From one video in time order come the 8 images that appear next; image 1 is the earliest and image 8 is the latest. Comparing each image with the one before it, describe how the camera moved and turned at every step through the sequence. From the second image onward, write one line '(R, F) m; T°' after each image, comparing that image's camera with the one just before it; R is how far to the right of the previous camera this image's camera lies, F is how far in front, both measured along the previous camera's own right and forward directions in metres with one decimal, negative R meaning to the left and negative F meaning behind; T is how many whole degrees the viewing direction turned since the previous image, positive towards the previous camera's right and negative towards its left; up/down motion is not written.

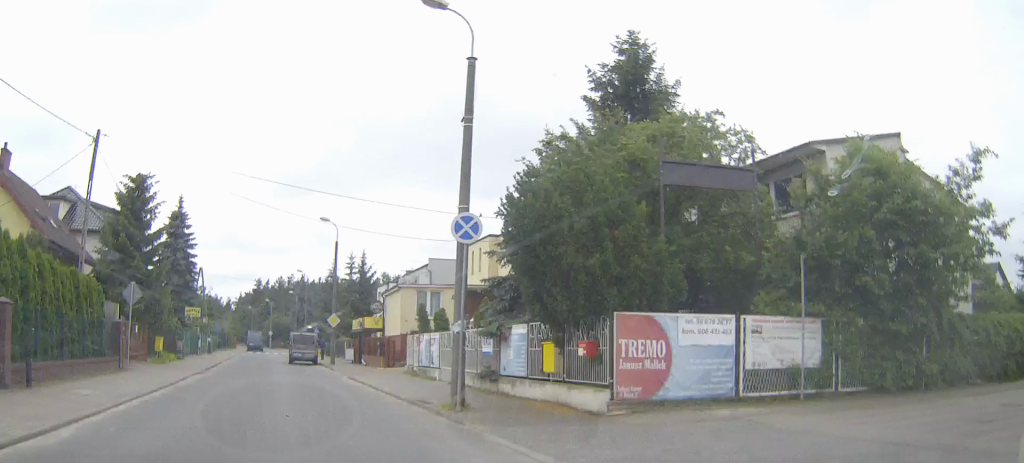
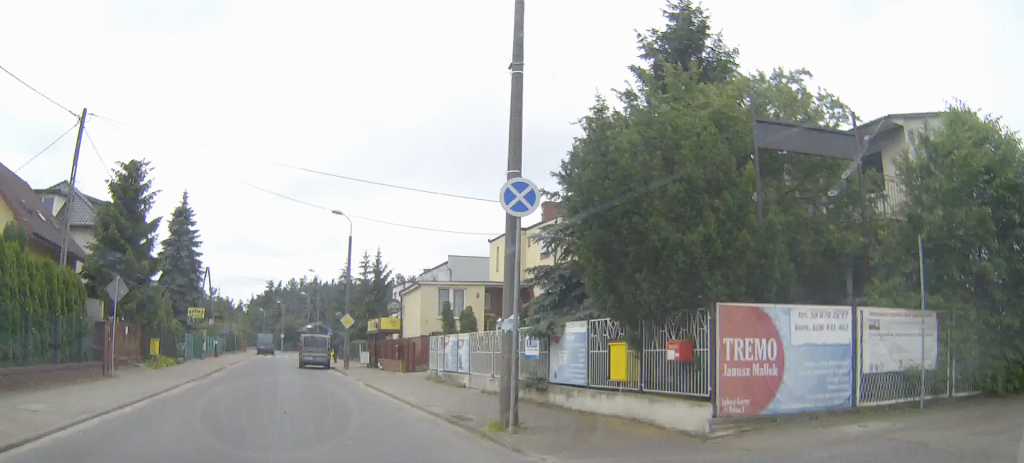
(0.0, +3.2) m; 0°
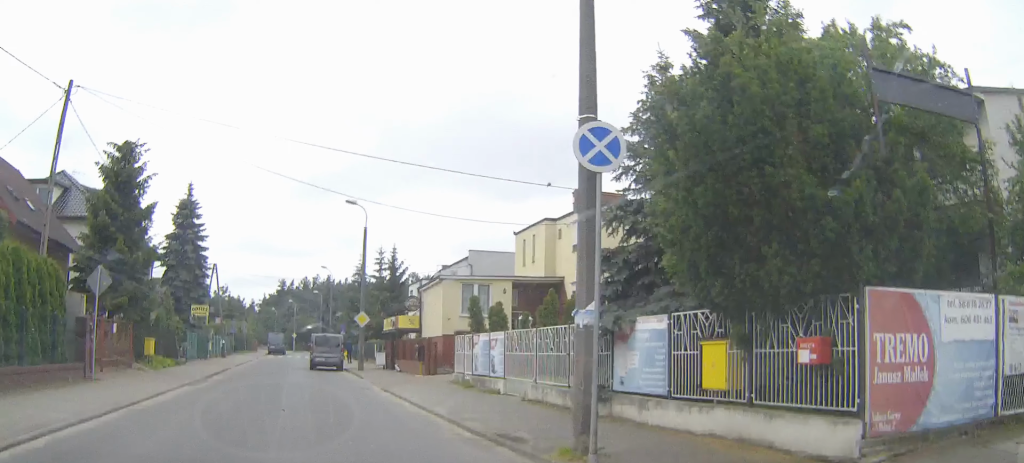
(0.0, +2.8) m; -1°
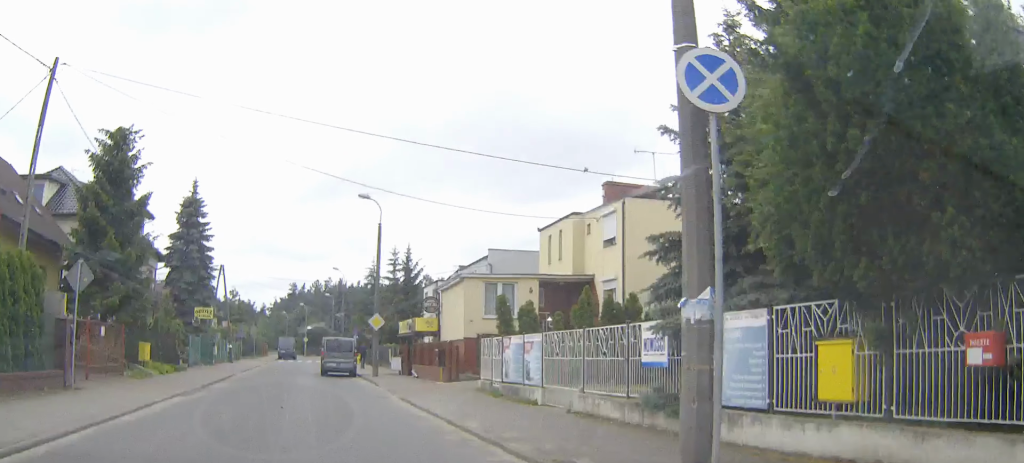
(0.0, +2.4) m; -1°
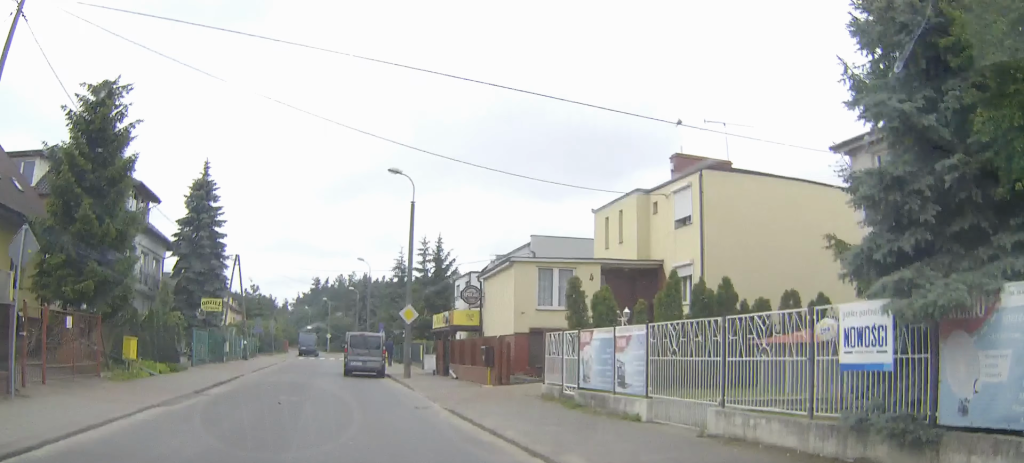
(-0.1, +4.3) m; -1°
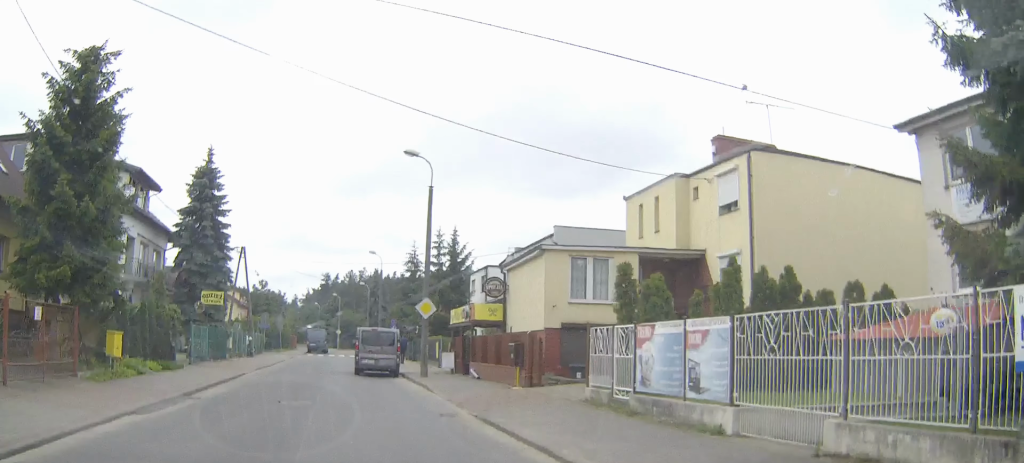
(0.0, +2.5) m; -1°
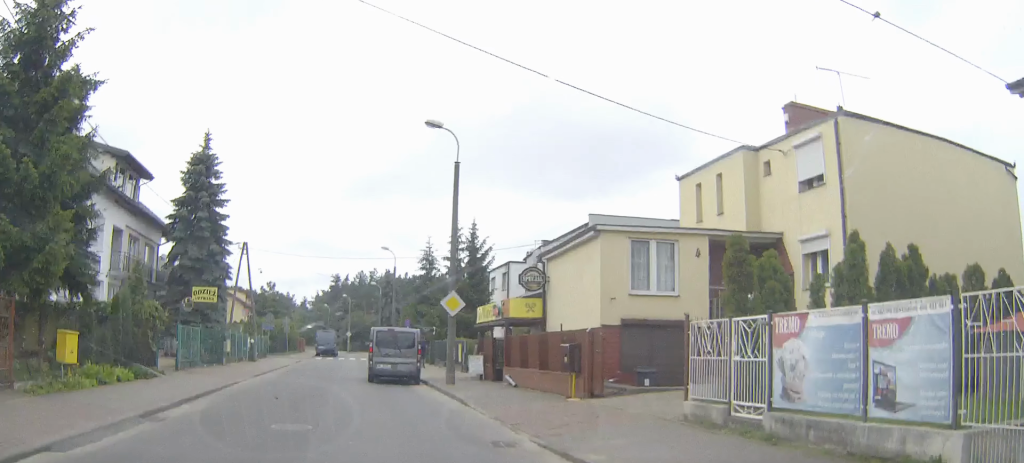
(0.0, +4.1) m; -1°
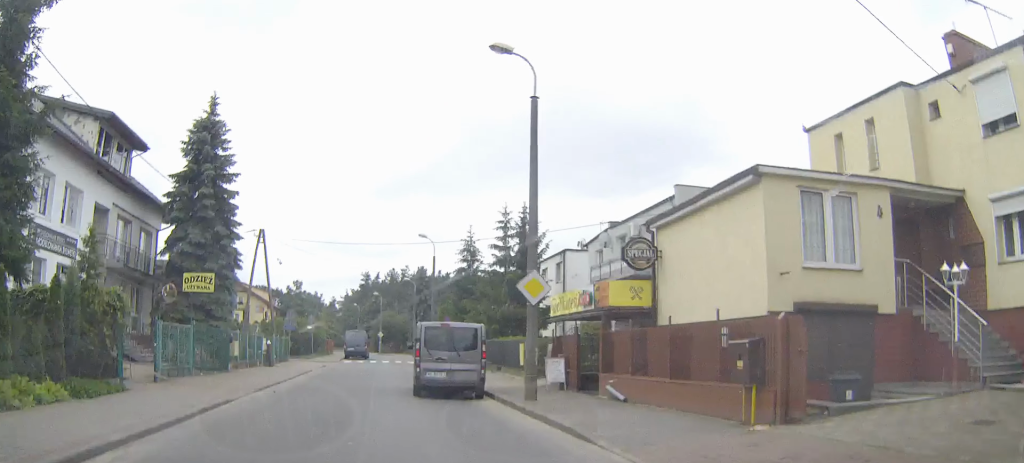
(-0.1, +6.6) m; -3°
